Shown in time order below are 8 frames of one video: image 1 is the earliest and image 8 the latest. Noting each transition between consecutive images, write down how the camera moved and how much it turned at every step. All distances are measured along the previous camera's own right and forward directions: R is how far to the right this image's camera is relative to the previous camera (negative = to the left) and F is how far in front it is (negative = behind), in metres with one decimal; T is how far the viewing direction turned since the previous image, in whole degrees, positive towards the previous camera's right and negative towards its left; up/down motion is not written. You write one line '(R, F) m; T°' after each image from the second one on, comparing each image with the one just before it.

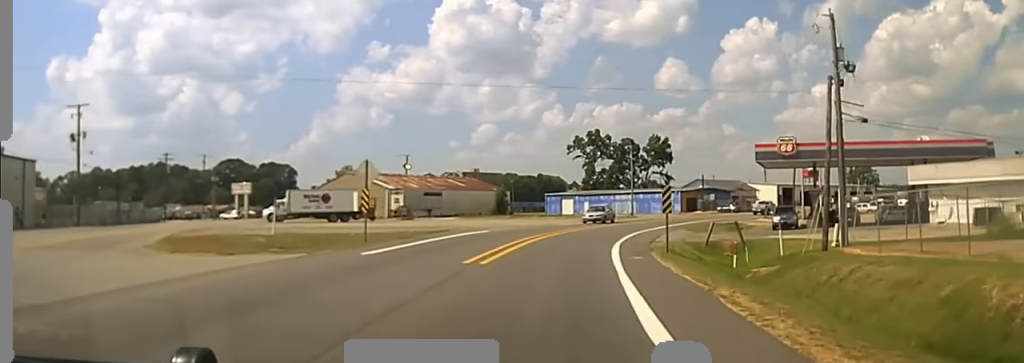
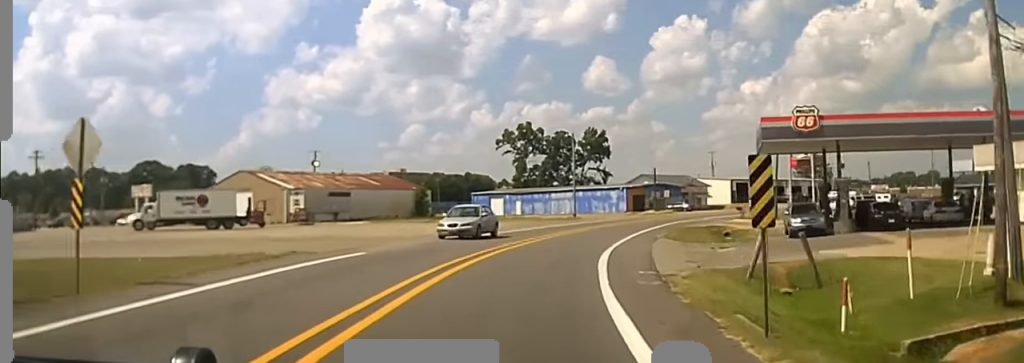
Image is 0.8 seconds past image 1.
(-0.3, +15.8) m; +5°
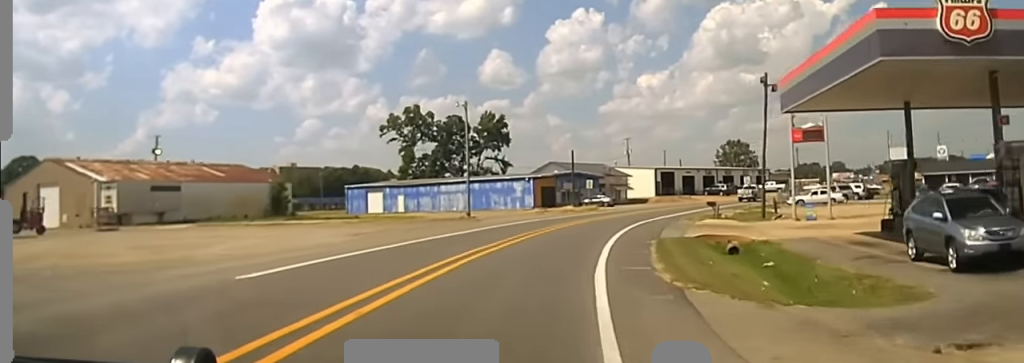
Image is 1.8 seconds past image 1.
(+2.2, +22.1) m; +9°
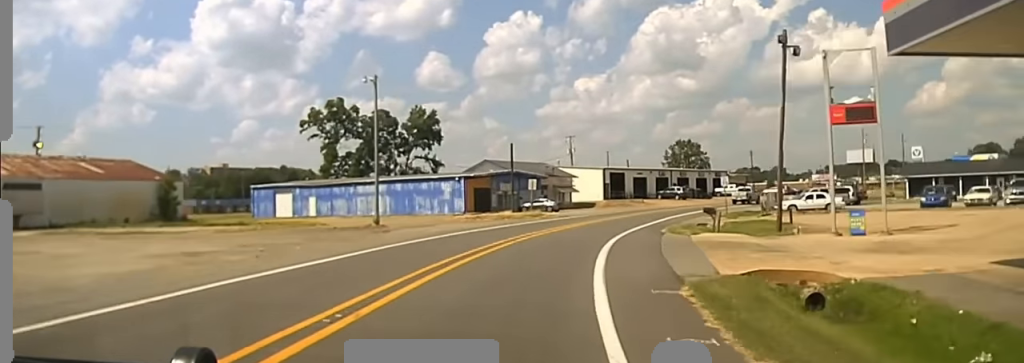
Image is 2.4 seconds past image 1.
(+0.8, +14.6) m; +4°
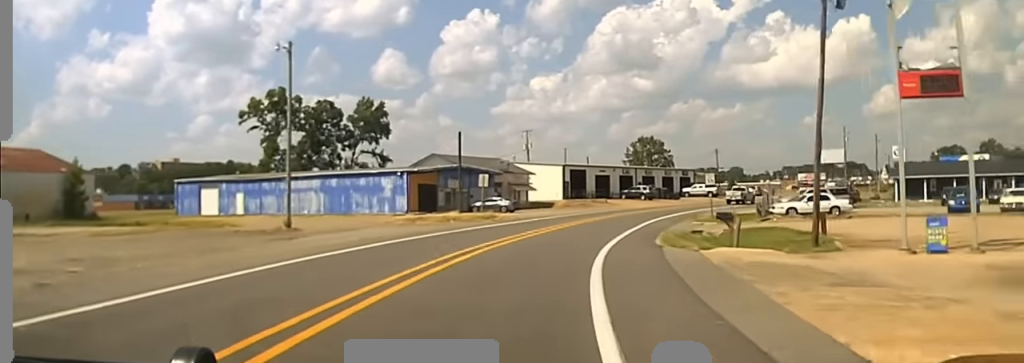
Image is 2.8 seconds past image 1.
(-0.1, +10.2) m; +3°
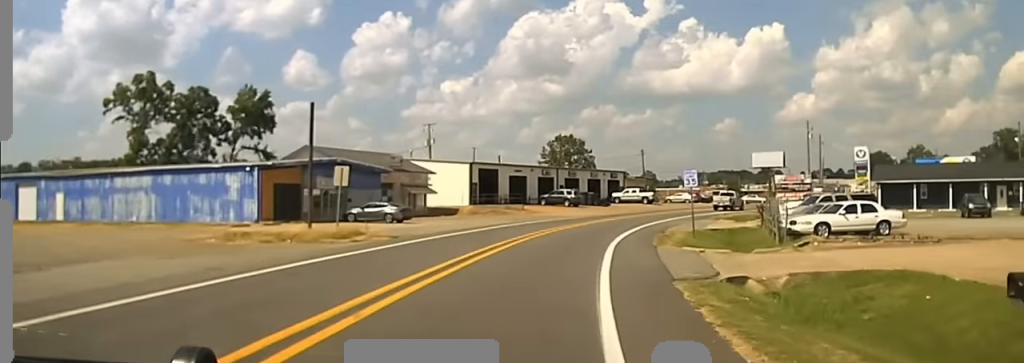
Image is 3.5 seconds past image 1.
(+1.0, +19.6) m; +5°
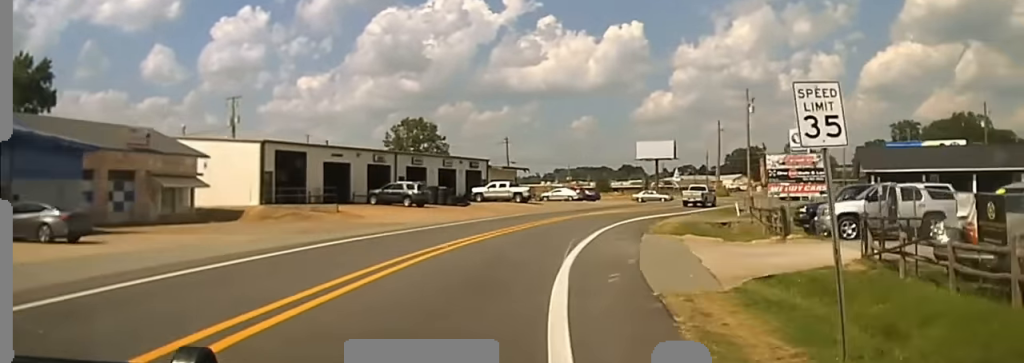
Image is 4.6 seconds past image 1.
(+1.8, +28.2) m; +9°
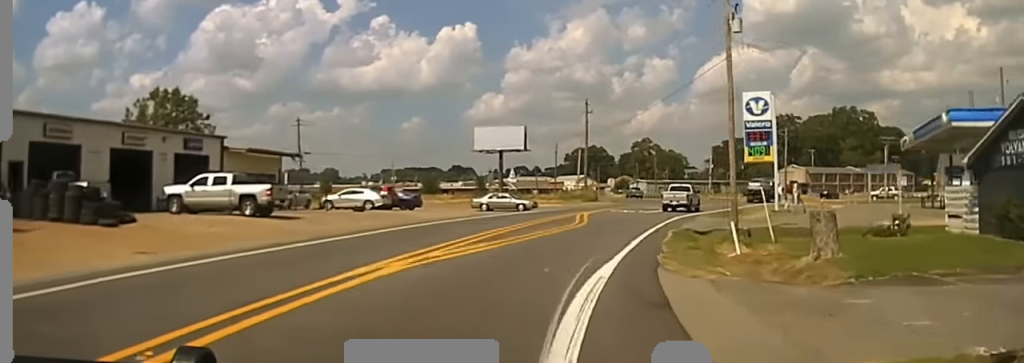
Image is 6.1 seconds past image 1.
(+4.4, +38.8) m; +11°
